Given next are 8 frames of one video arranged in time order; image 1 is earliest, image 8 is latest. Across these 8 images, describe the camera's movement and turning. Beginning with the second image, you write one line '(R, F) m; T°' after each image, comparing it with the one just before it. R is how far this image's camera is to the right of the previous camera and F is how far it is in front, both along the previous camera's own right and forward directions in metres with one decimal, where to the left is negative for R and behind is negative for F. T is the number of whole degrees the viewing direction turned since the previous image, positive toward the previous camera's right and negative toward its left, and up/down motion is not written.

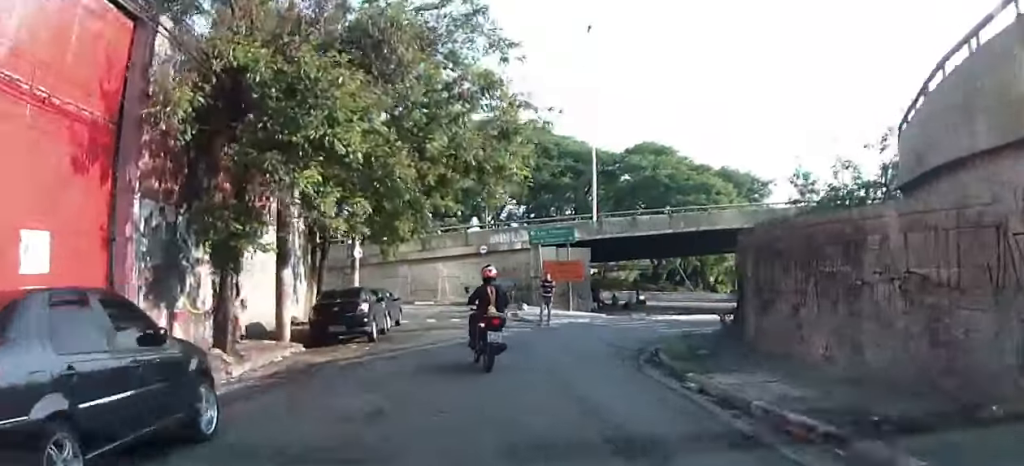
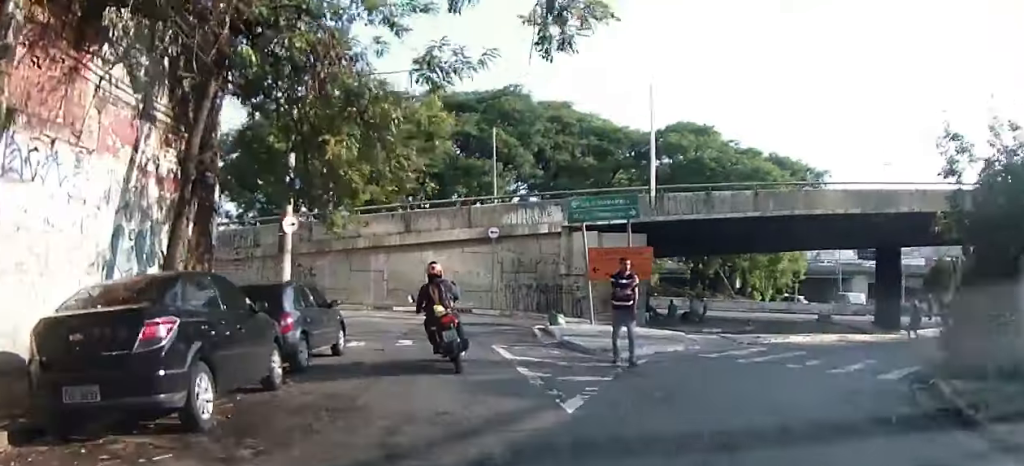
(+0.1, +12.0) m; +2°
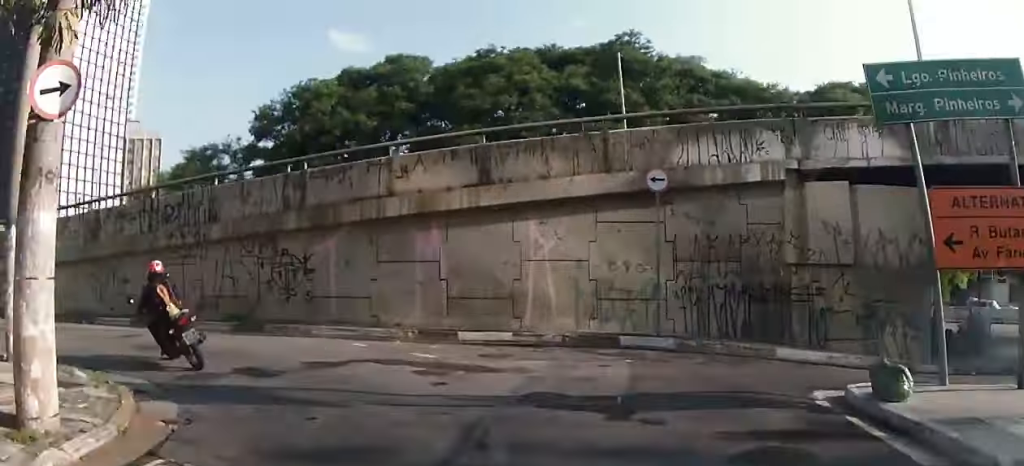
(-0.4, +14.5) m; -13°
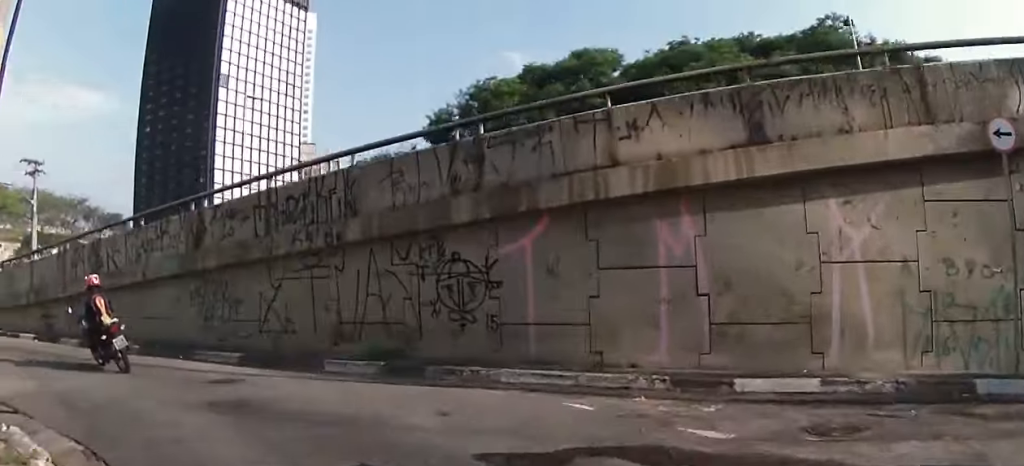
(-0.2, +5.5) m; -20°
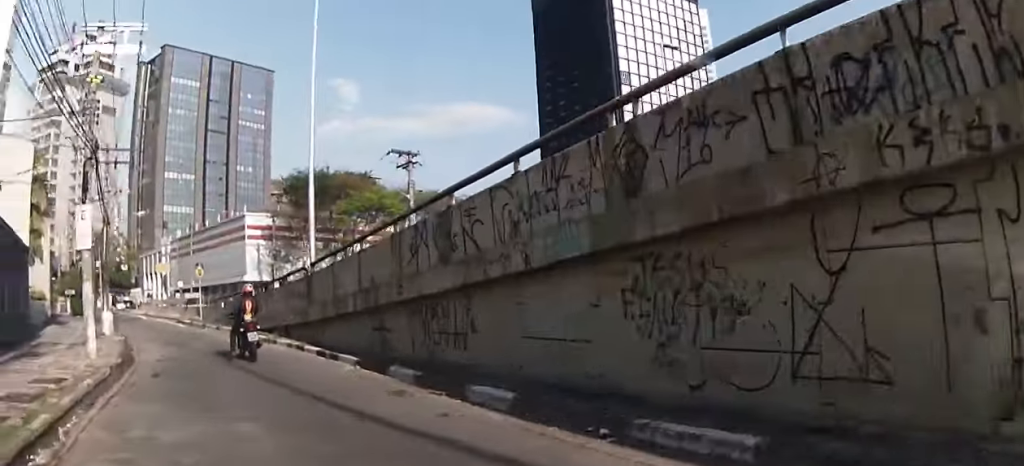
(-2.6, +7.0) m; -26°
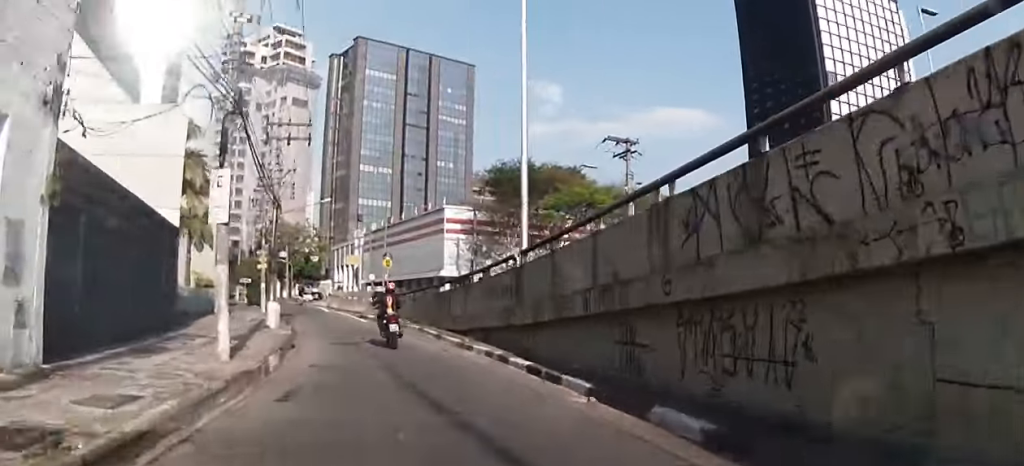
(+0.3, +4.0) m; -12°
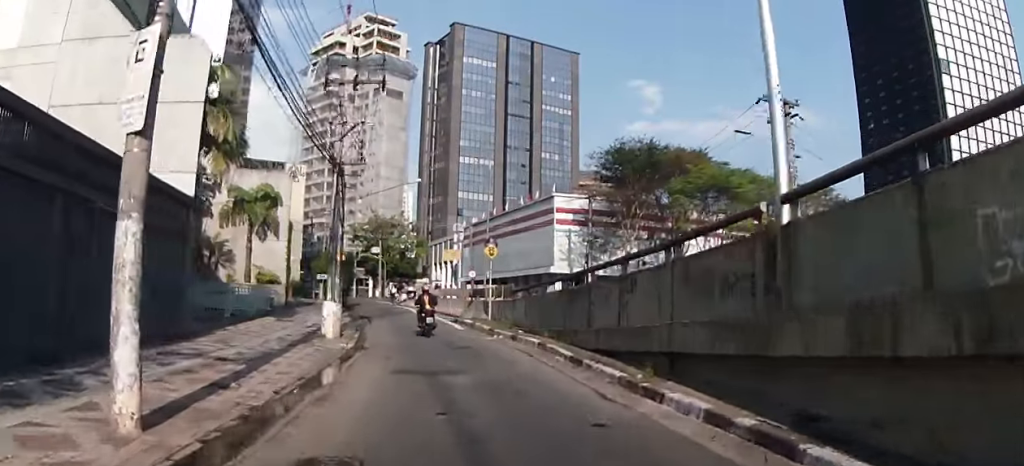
(-2.2, +7.7) m; -18°
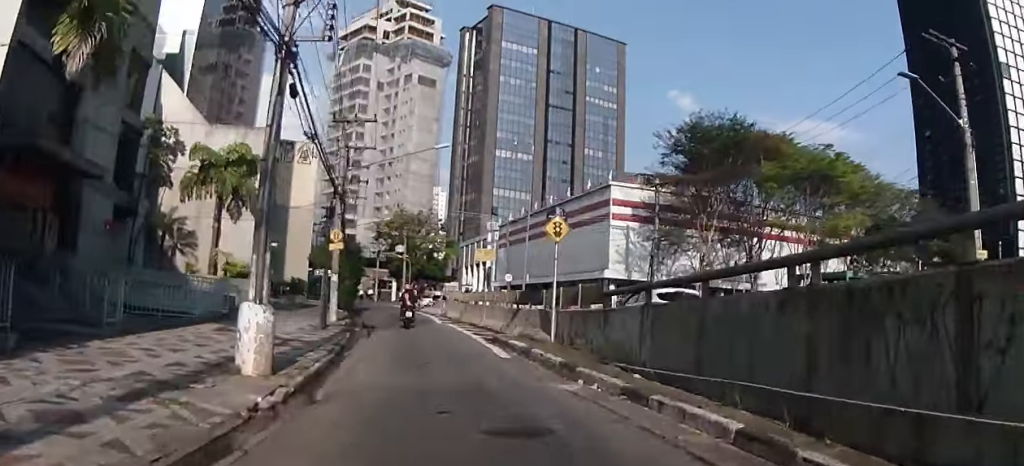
(-0.2, +10.5) m; -2°
